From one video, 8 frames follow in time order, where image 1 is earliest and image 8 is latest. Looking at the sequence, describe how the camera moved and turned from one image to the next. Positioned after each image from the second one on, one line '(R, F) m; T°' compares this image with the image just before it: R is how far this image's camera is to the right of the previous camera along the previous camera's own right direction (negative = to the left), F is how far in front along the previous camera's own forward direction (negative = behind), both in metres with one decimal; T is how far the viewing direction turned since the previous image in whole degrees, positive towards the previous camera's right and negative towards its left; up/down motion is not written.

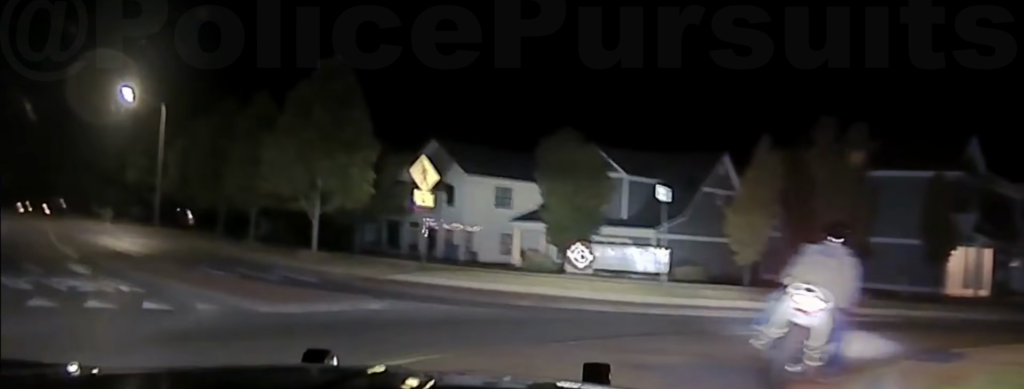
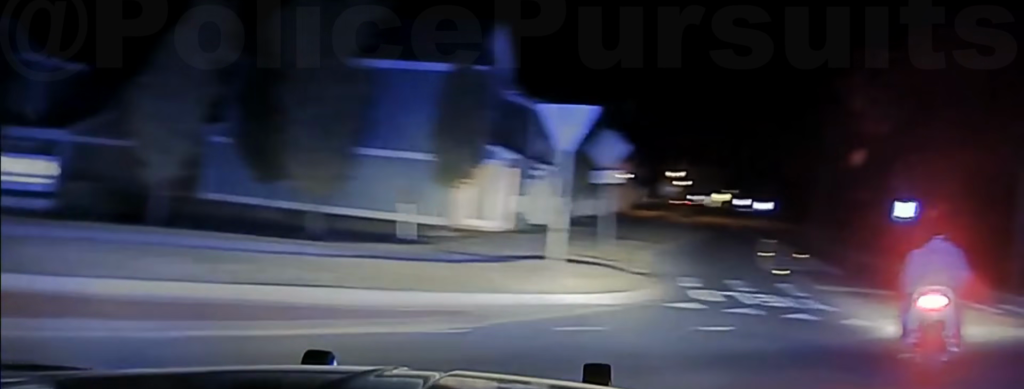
(+4.3, +10.5) m; +35°
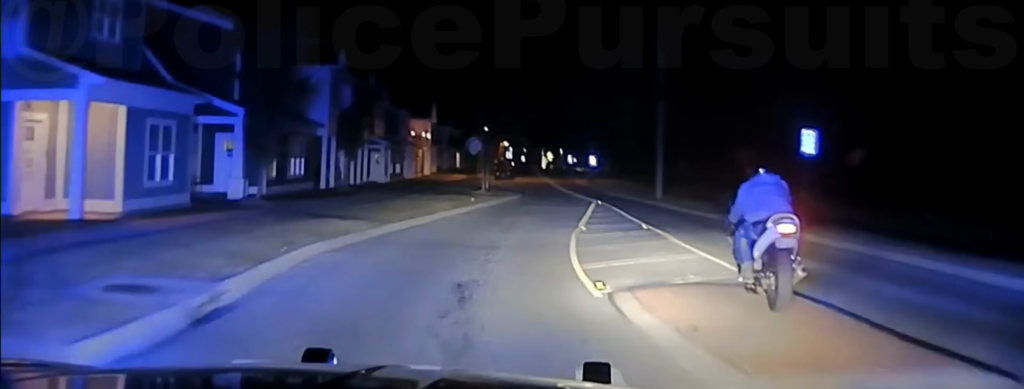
(+0.3, +14.5) m; -1°
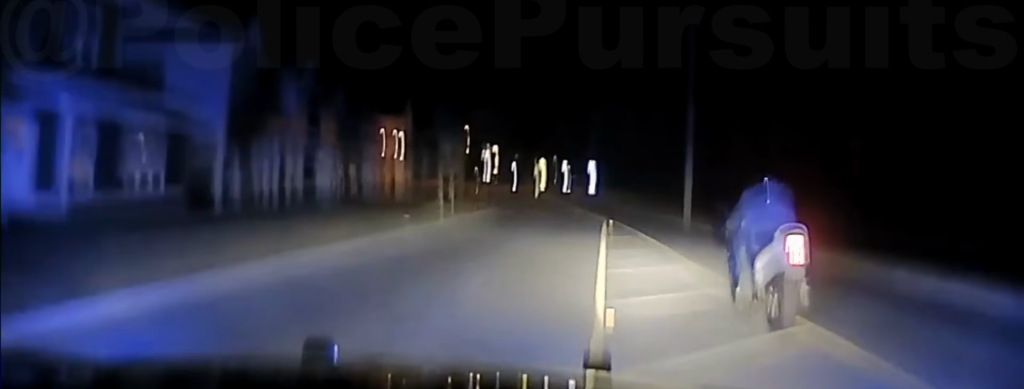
(+0.1, +15.9) m; +1°
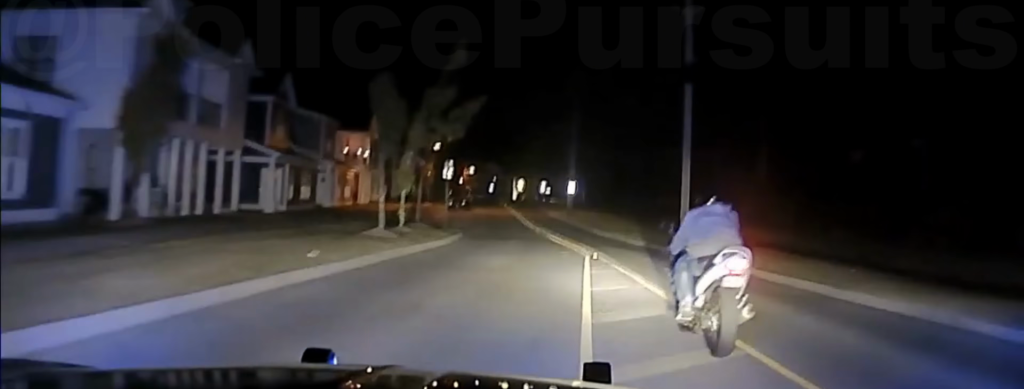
(+0.1, +6.6) m; 0°
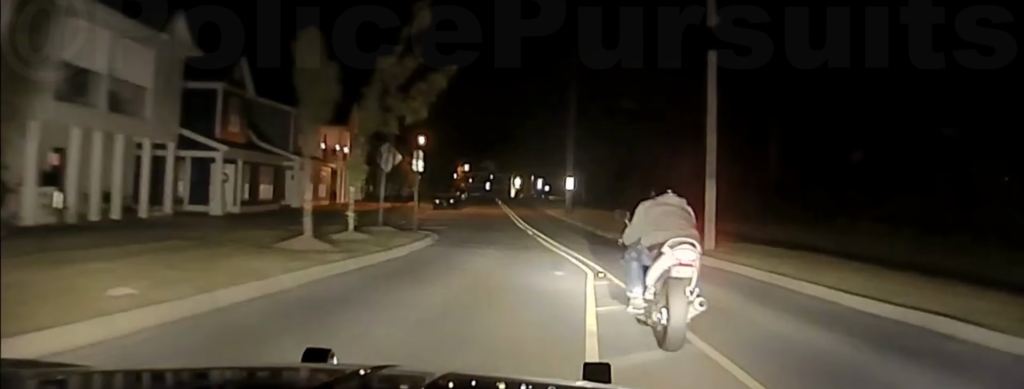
(0.0, +7.1) m; 0°
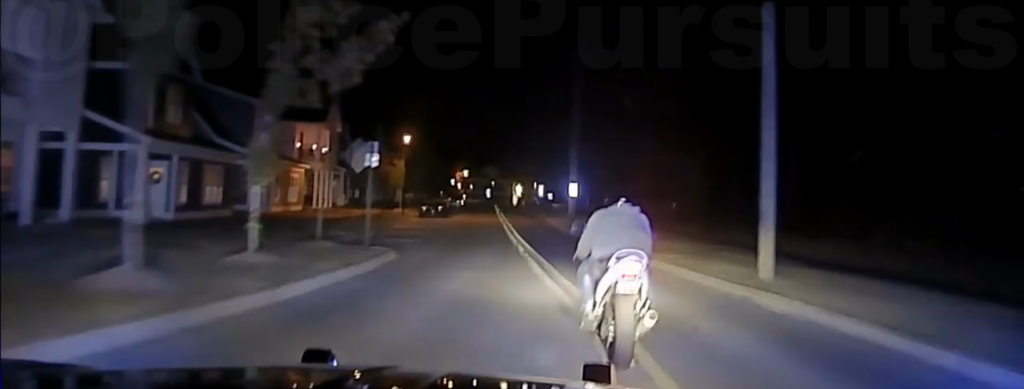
(0.0, +7.4) m; -1°
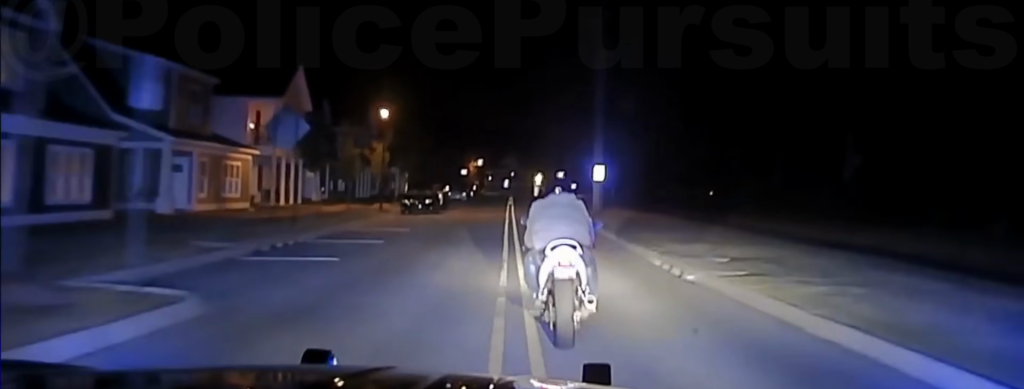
(-0.3, +14.5) m; -2°
